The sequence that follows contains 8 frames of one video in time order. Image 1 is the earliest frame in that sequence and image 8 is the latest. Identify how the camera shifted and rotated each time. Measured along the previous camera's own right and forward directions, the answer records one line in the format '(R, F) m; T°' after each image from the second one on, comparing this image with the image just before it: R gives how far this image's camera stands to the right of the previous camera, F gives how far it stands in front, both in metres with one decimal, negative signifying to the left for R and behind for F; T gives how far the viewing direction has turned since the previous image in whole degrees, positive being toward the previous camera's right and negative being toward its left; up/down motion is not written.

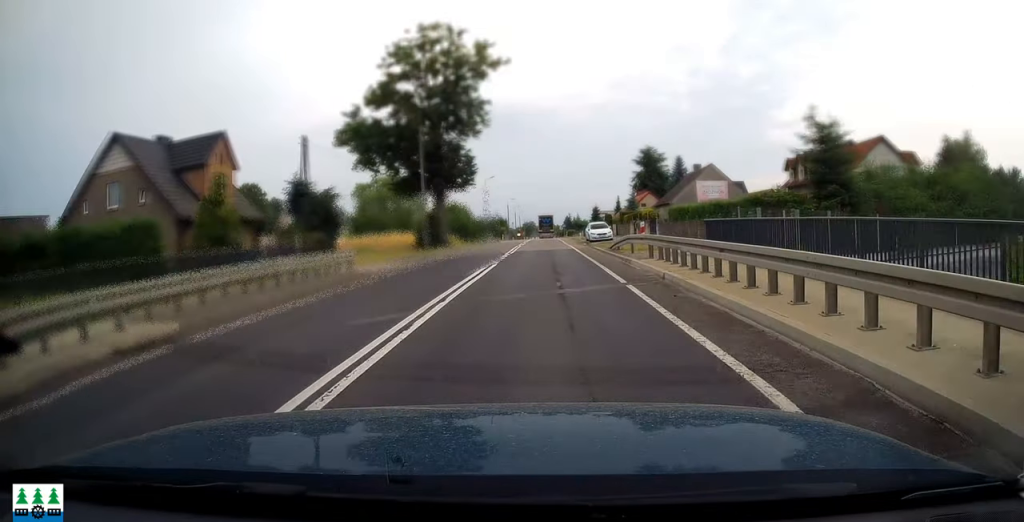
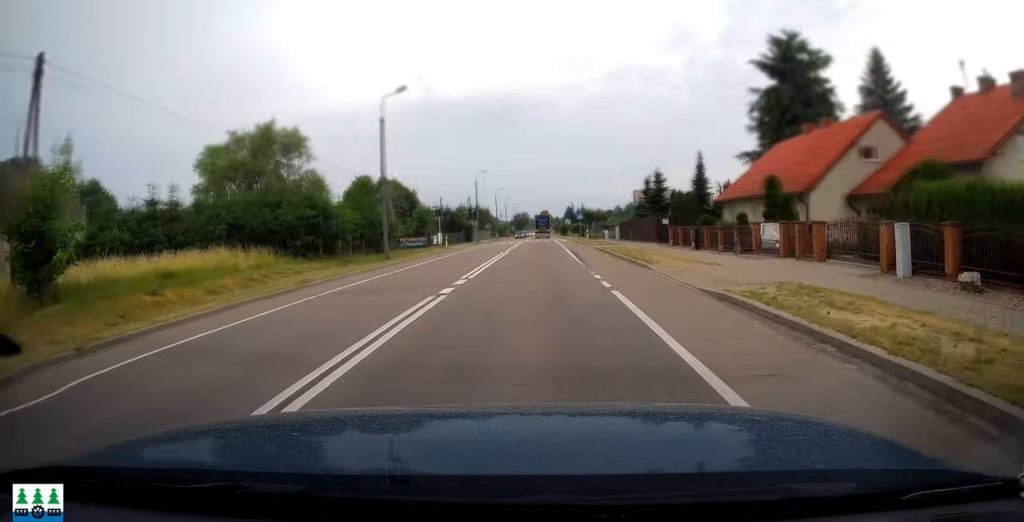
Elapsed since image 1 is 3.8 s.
(0.0, +57.9) m; 0°
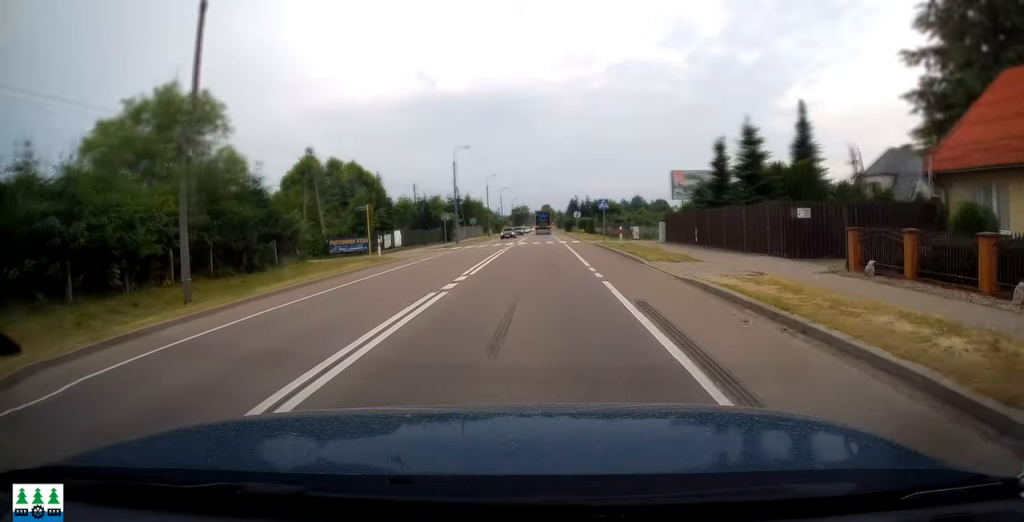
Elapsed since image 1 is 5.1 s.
(-0.1, +25.1) m; 0°
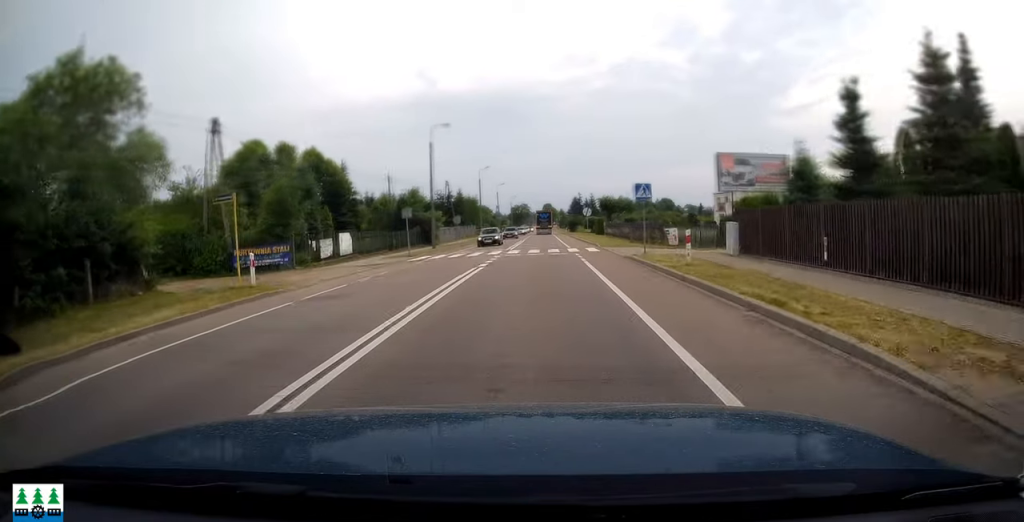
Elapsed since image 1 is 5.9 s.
(+0.1, +16.4) m; 0°
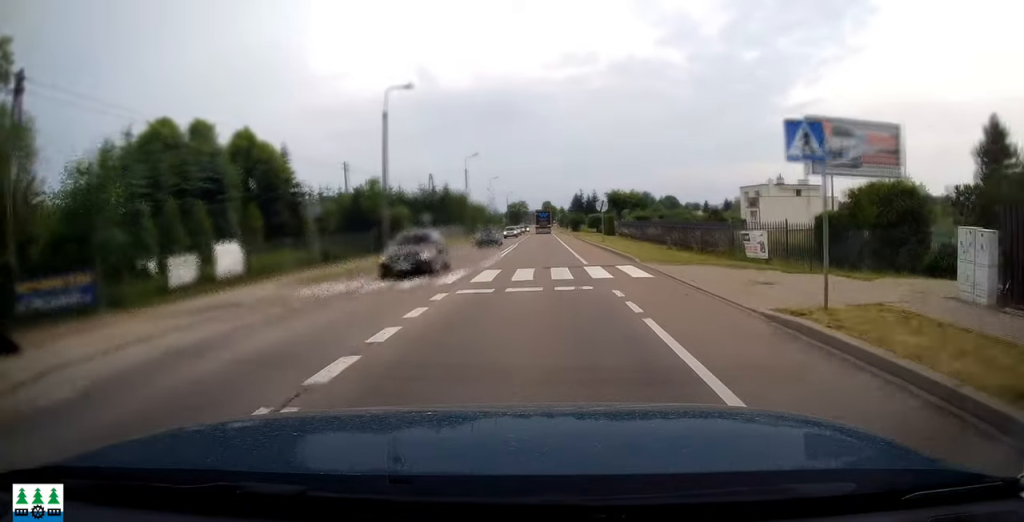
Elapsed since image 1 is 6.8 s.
(+0.1, +17.0) m; 0°
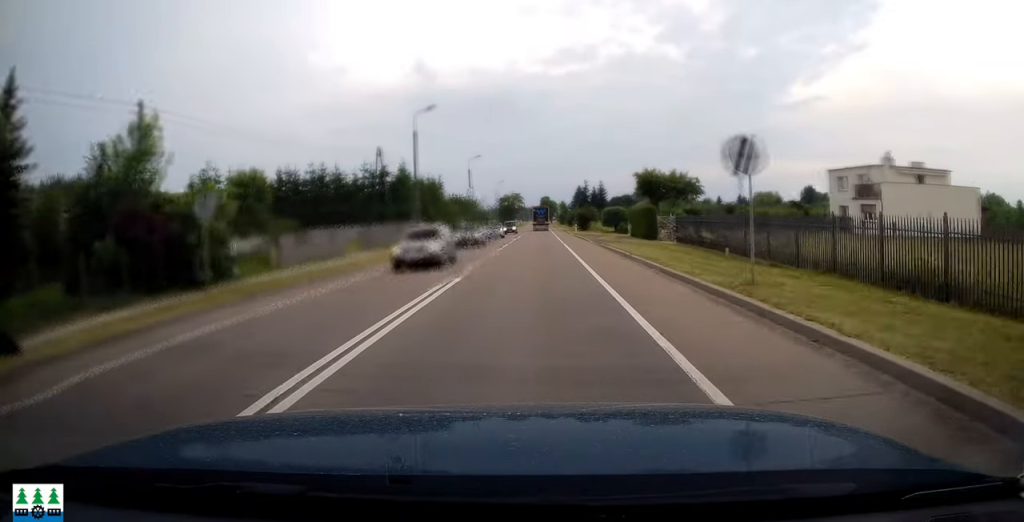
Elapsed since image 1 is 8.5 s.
(-0.1, +32.8) m; 0°
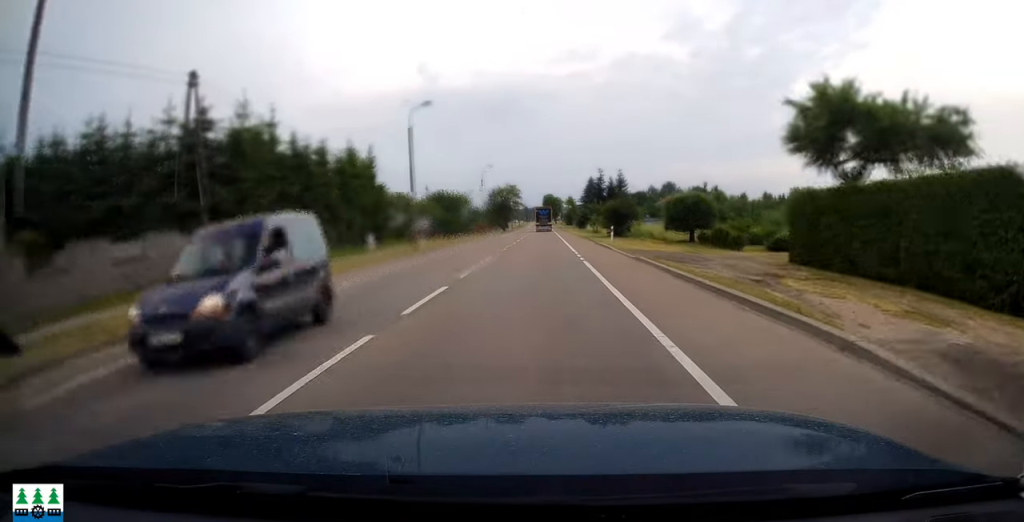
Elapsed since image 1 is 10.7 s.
(+0.2, +40.9) m; 0°
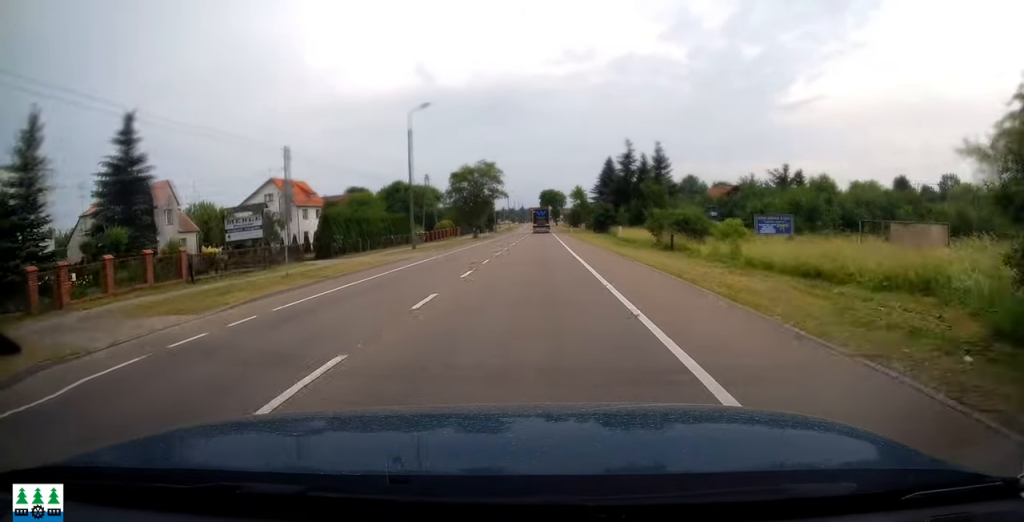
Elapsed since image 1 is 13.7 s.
(-0.2, +55.8) m; 0°
